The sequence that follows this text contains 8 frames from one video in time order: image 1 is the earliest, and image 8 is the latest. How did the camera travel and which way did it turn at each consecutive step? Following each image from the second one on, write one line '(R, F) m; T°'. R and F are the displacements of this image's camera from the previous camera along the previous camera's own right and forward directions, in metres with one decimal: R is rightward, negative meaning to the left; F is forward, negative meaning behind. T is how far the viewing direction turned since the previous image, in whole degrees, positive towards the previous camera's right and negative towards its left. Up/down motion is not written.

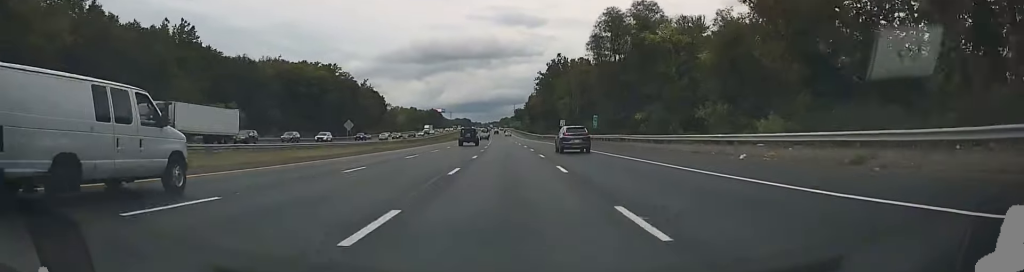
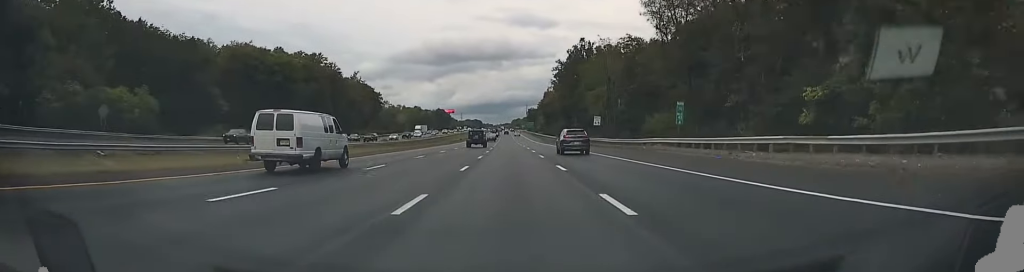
(-0.8, +34.5) m; -1°
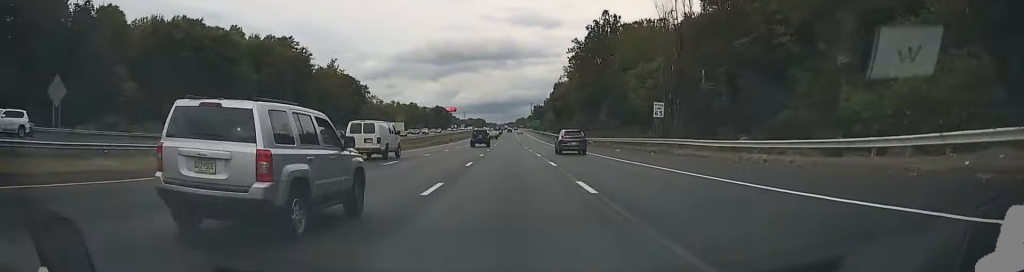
(+0.1, +32.8) m; 0°
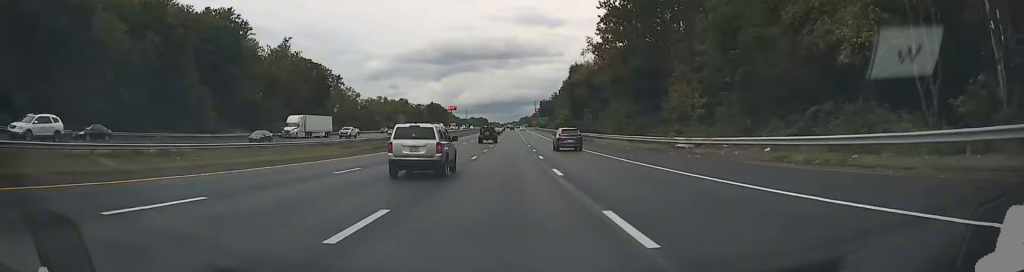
(-0.3, +43.2) m; -1°
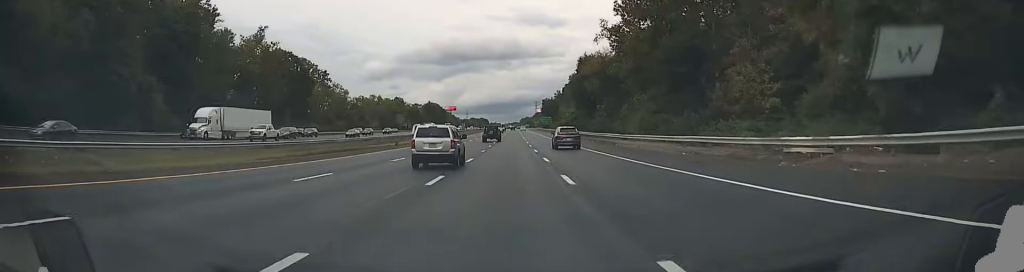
(0.0, +16.6) m; 0°
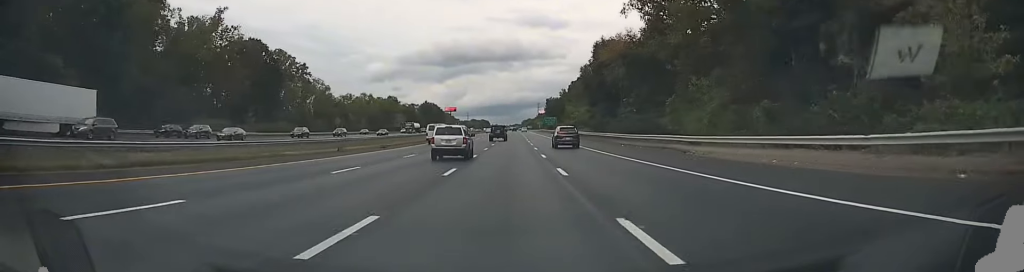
(-0.1, +21.5) m; 0°
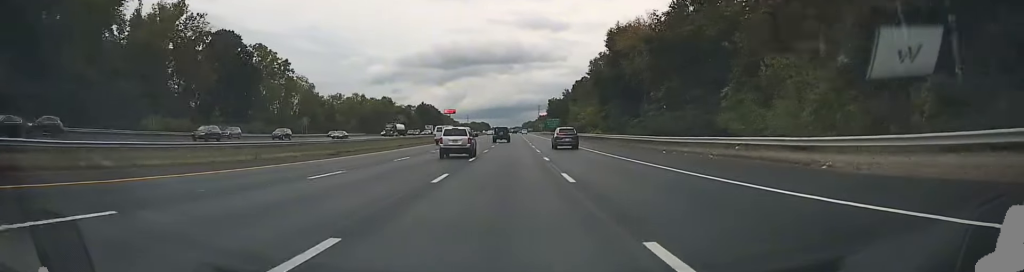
(0.0, +13.8) m; 0°
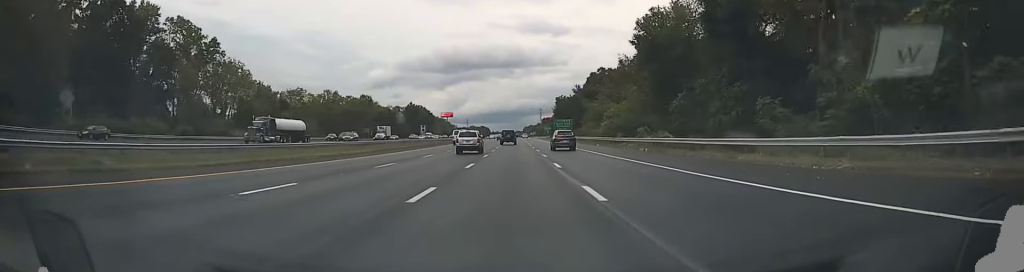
(+0.3, +41.3) m; 0°
